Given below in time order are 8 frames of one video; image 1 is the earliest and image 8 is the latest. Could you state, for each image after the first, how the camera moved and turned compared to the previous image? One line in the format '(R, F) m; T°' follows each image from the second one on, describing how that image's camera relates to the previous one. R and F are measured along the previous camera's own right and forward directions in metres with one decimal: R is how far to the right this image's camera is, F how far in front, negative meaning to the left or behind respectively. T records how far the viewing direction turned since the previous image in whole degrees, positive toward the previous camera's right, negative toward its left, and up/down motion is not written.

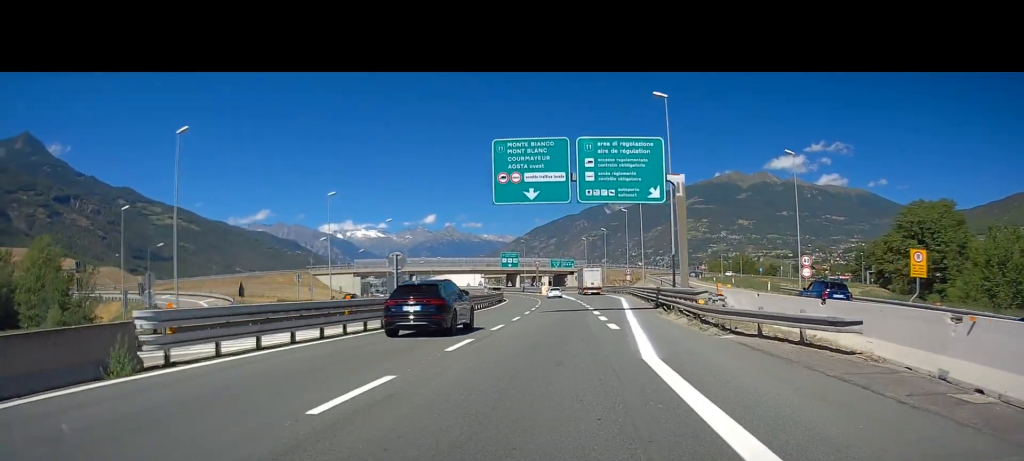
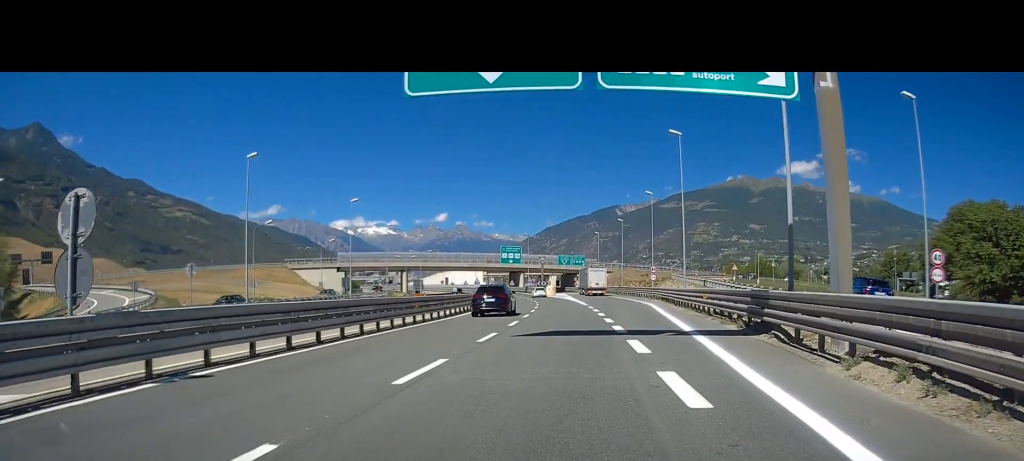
(-0.8, +19.1) m; -2°
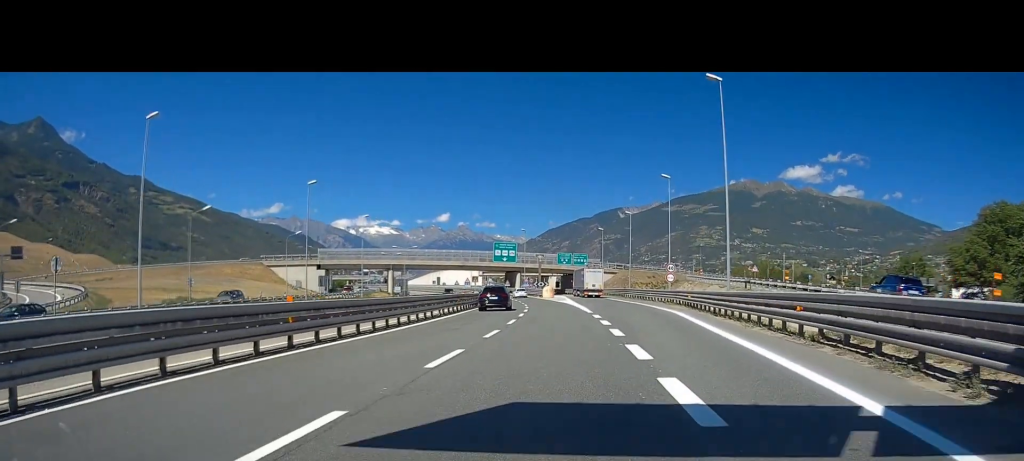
(0.0, +12.7) m; +1°
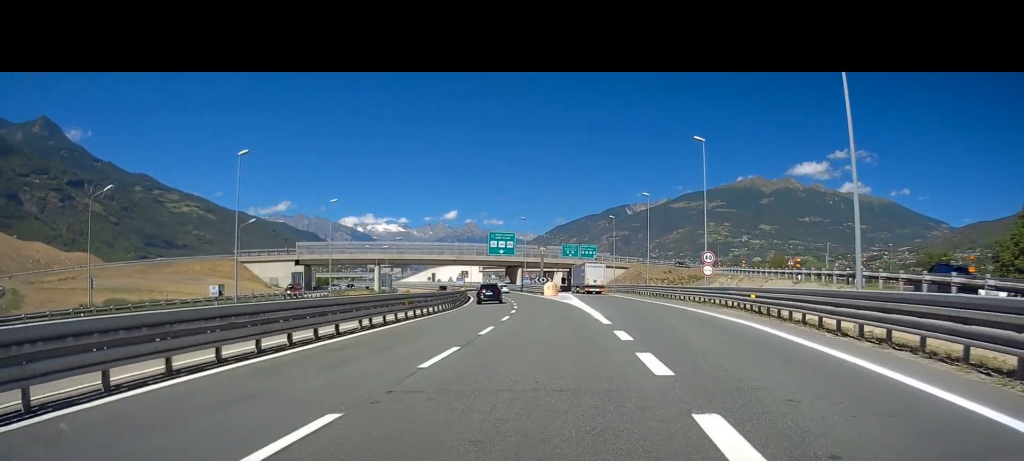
(+0.2, +14.4) m; 0°
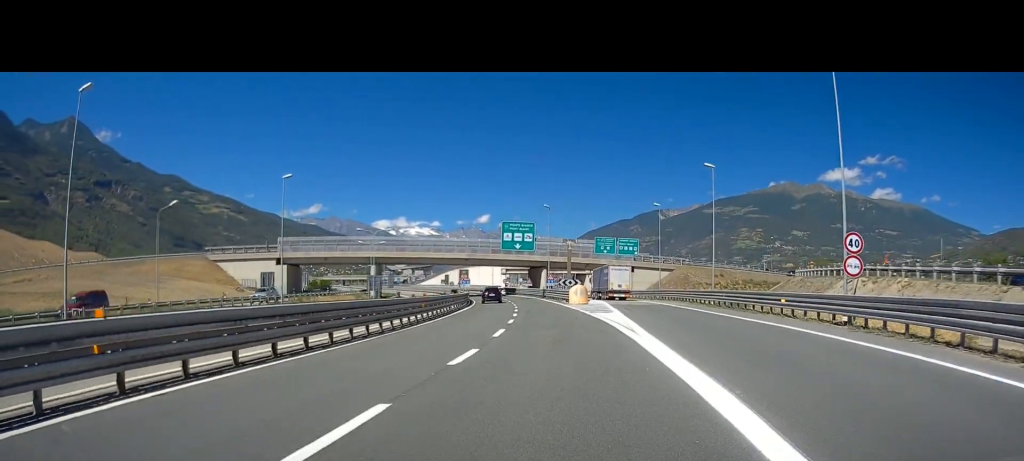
(-0.3, +21.2) m; -2°
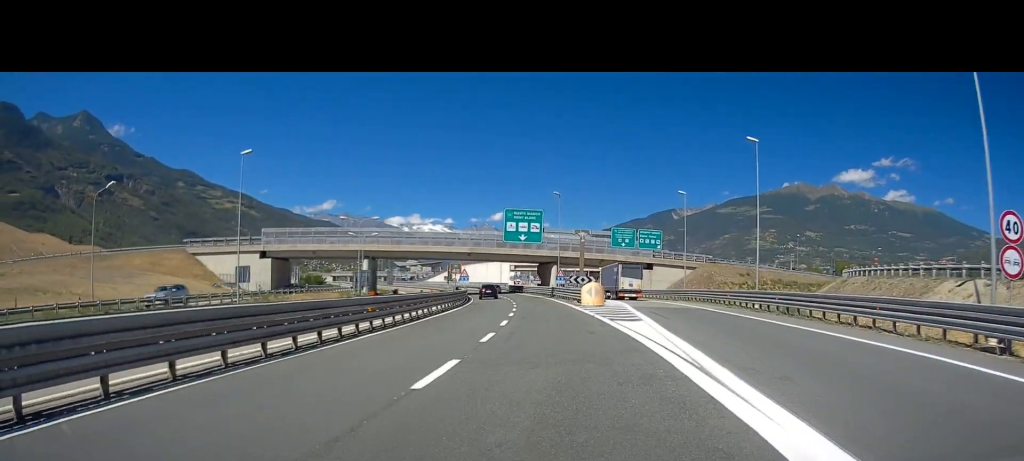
(-0.1, +10.3) m; 0°
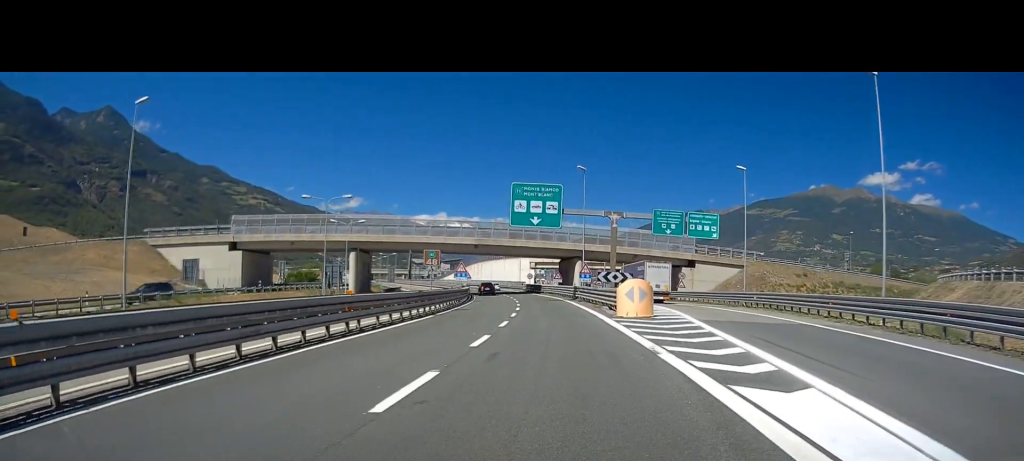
(0.0, +16.7) m; 0°
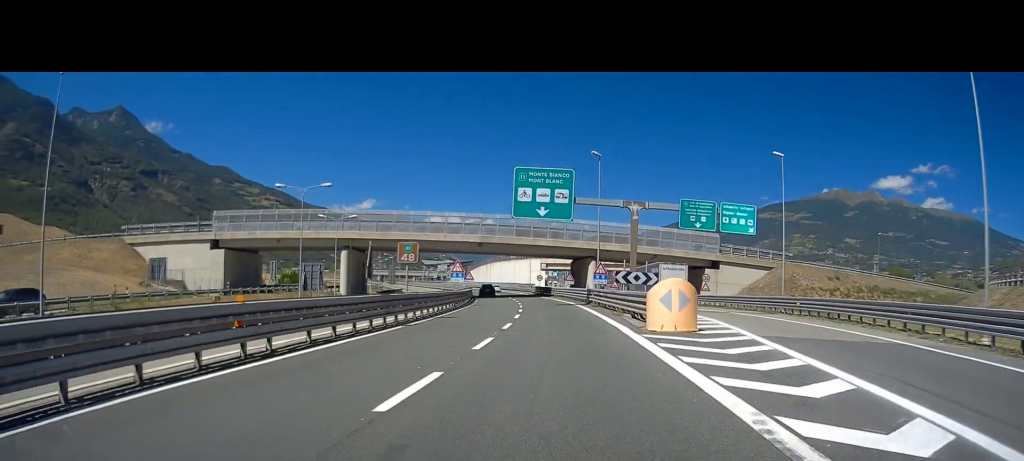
(+0.1, +7.8) m; -1°
